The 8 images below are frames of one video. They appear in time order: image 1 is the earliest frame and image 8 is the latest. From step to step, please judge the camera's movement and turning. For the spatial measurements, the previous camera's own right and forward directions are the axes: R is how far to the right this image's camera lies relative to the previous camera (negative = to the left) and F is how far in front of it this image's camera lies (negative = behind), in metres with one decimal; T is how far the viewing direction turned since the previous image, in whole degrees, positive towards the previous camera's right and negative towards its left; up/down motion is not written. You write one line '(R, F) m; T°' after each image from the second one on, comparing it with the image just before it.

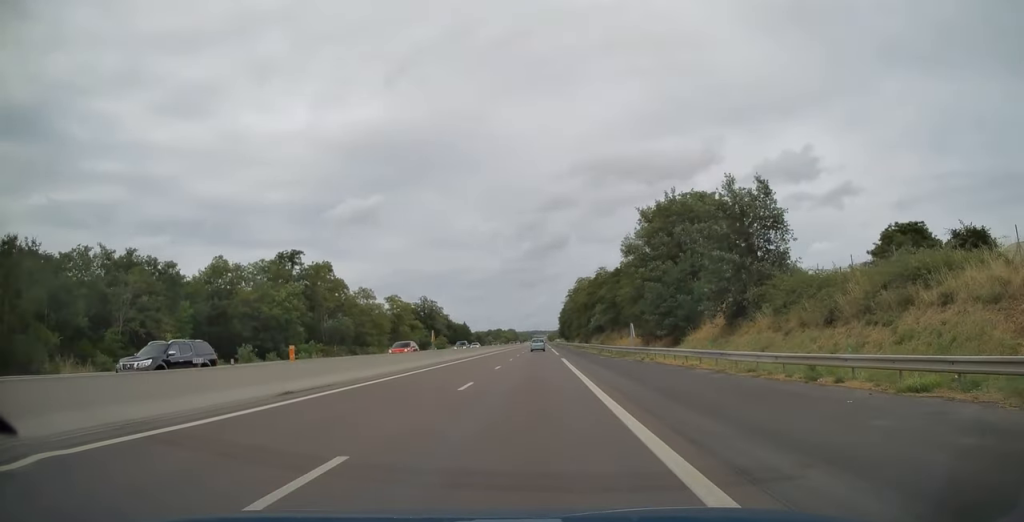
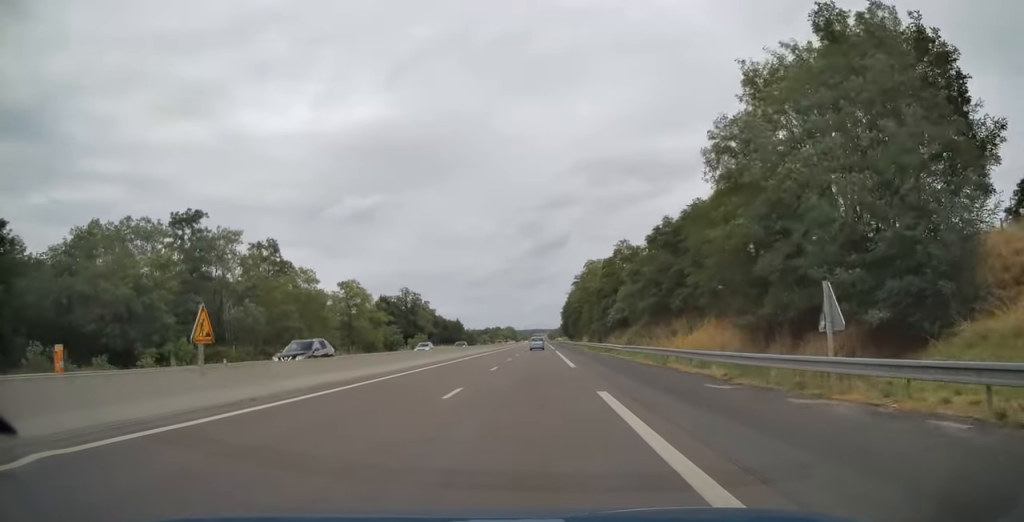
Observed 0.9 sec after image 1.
(+0.3, +28.3) m; 0°
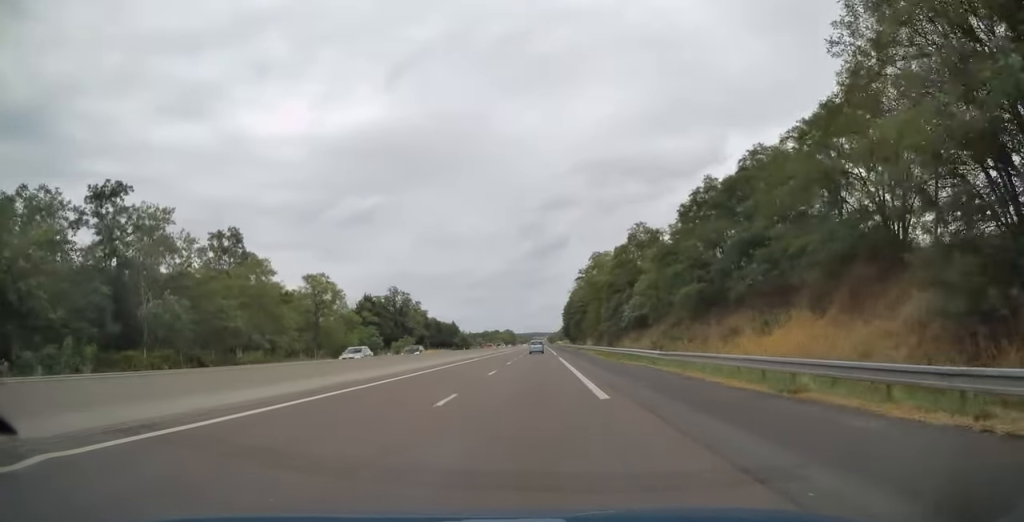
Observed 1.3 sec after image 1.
(0.0, +13.9) m; 0°
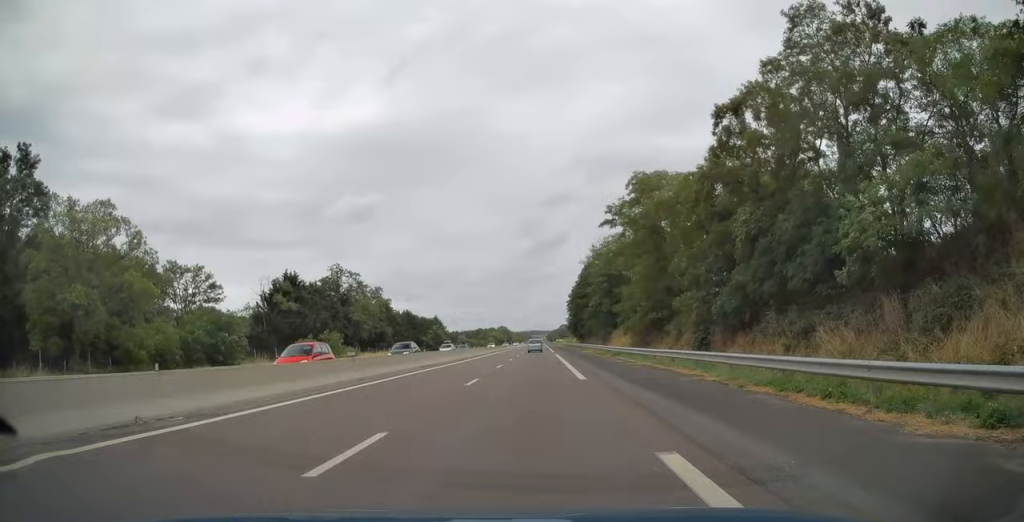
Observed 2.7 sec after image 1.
(-0.3, +45.5) m; 0°
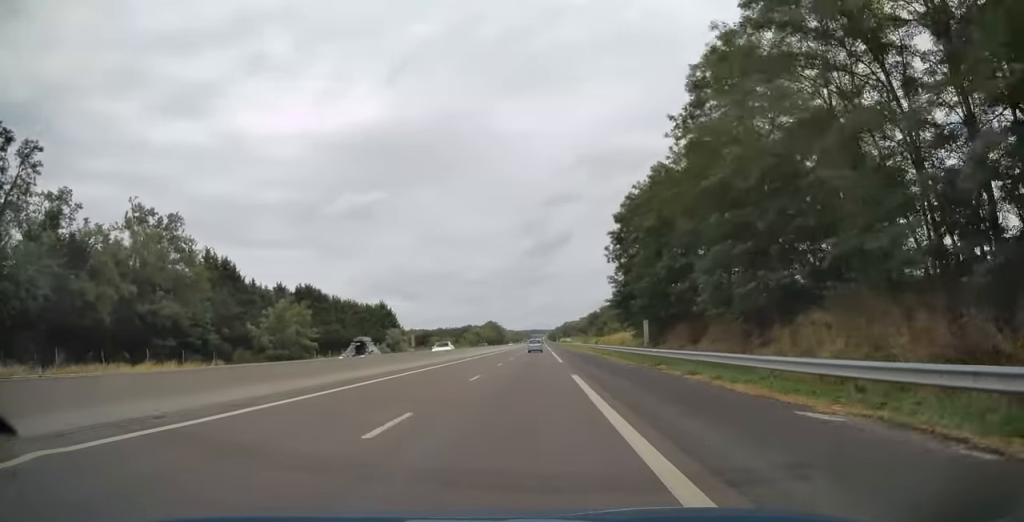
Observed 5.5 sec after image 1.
(+0.2, +87.5) m; 0°
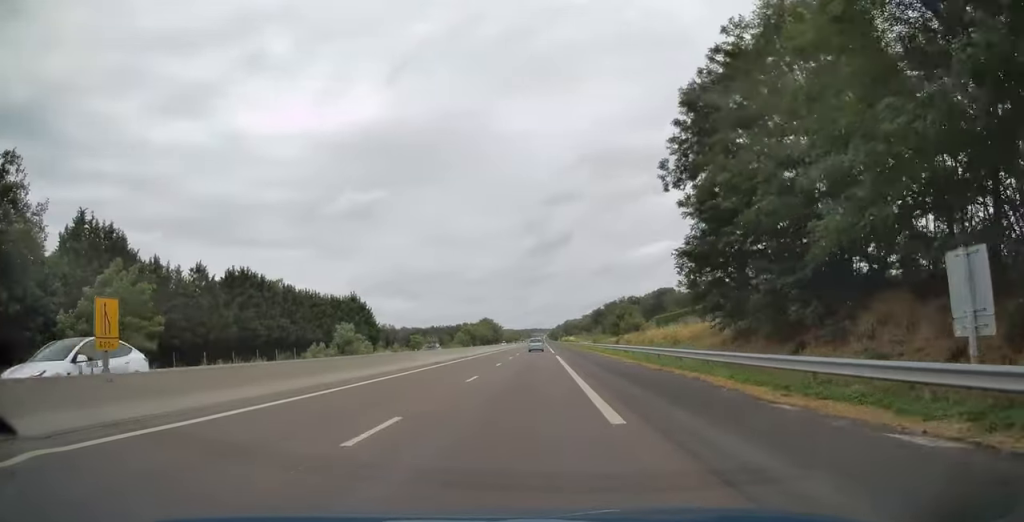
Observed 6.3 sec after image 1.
(0.0, +26.4) m; 0°
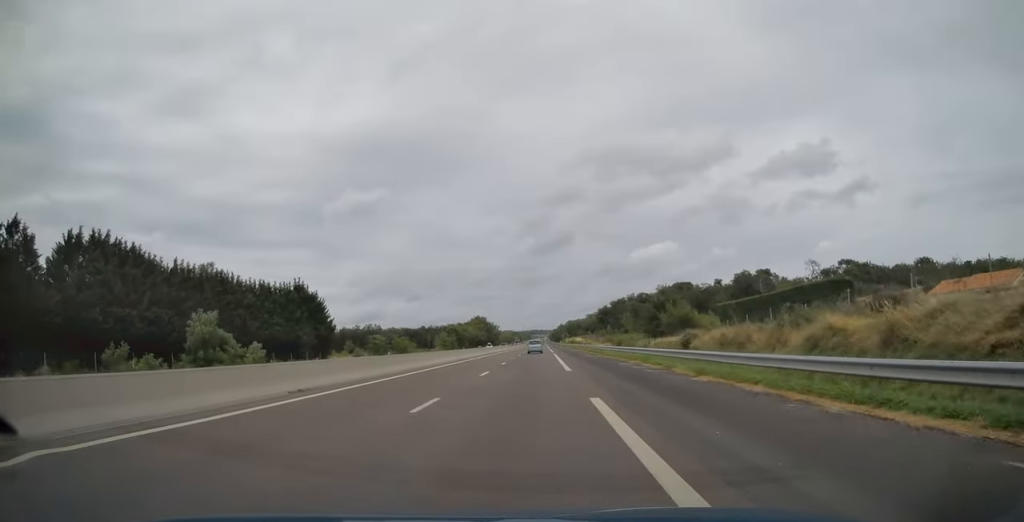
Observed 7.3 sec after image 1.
(+0.1, +34.6) m; 0°
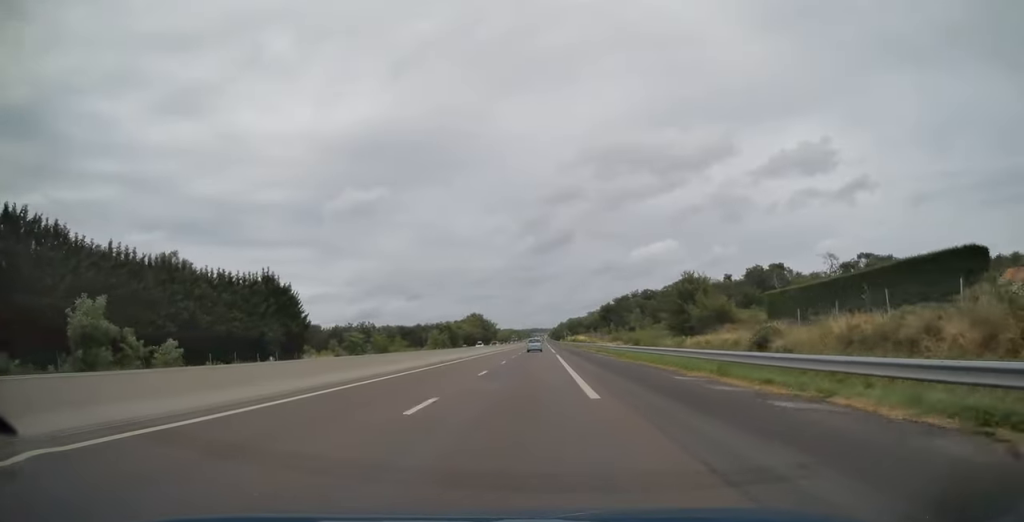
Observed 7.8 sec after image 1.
(+0.1, +13.5) m; 0°
